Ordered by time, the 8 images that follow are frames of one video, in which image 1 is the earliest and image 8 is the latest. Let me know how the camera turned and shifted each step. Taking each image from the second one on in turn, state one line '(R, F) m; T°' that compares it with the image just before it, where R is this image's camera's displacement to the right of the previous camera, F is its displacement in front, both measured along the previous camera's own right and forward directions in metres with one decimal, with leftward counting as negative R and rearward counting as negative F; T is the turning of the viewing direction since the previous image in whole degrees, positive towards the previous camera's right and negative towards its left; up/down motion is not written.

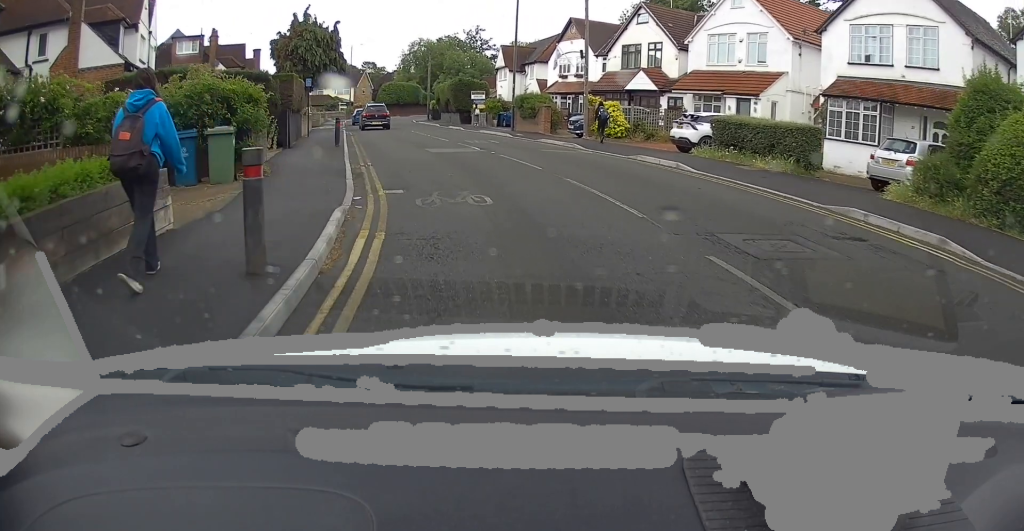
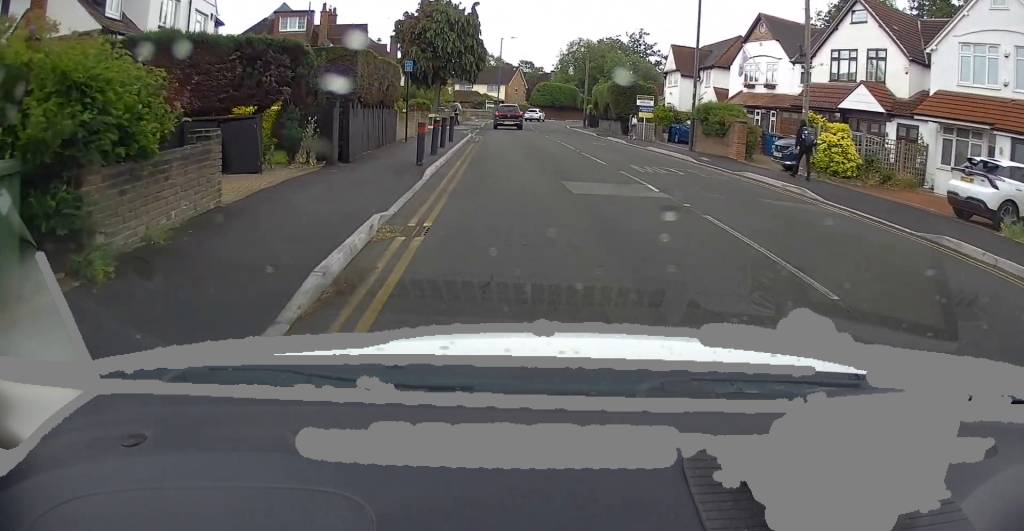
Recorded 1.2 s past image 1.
(-1.0, +9.2) m; -11°
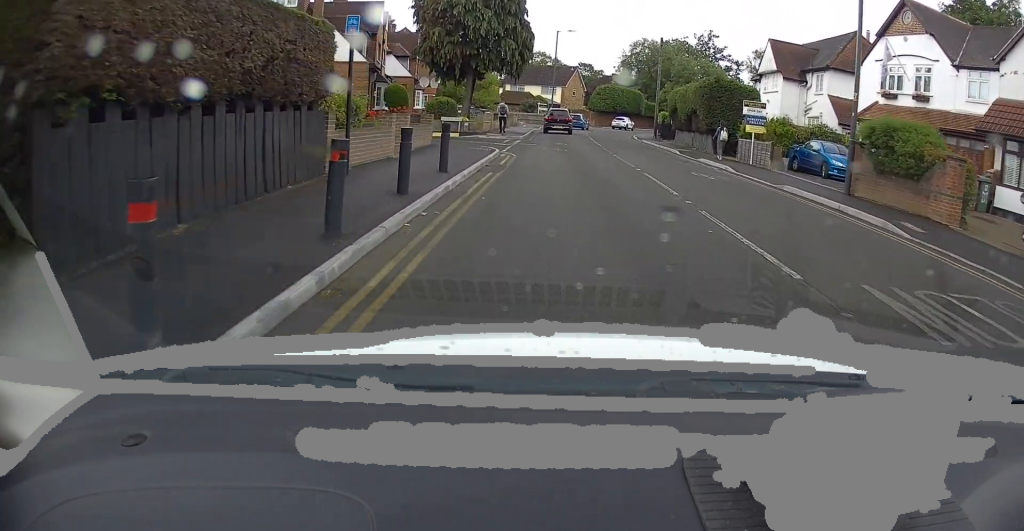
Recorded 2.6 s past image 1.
(-0.9, +11.2) m; -6°
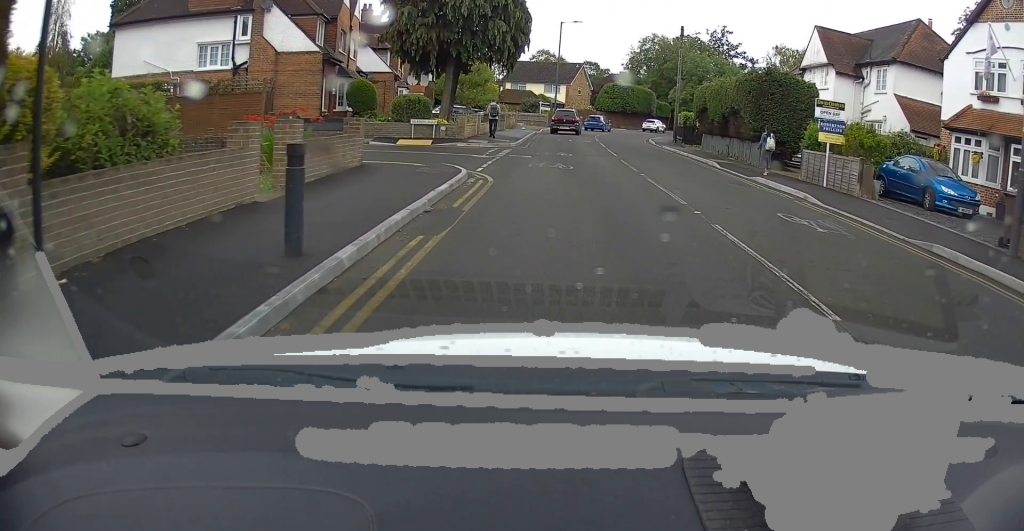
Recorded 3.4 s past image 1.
(0.0, +7.4) m; +1°
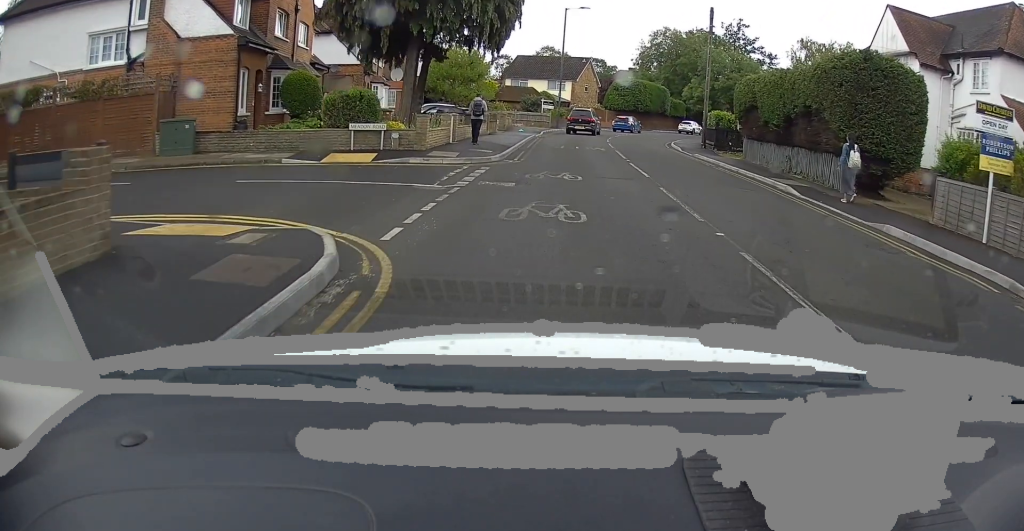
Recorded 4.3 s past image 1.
(+0.1, +7.8) m; +1°
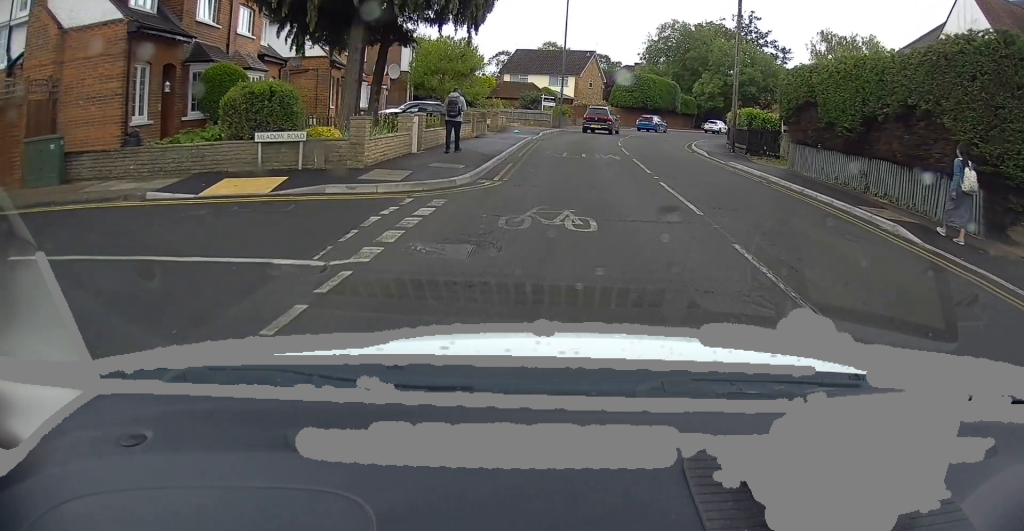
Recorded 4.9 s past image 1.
(0.0, +5.8) m; 0°
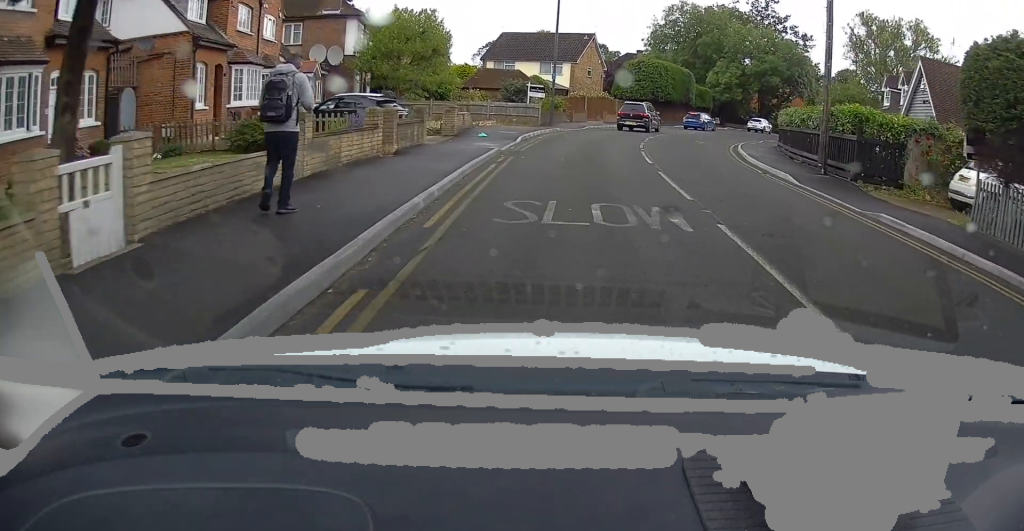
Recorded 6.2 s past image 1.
(+0.1, +12.0) m; +1°
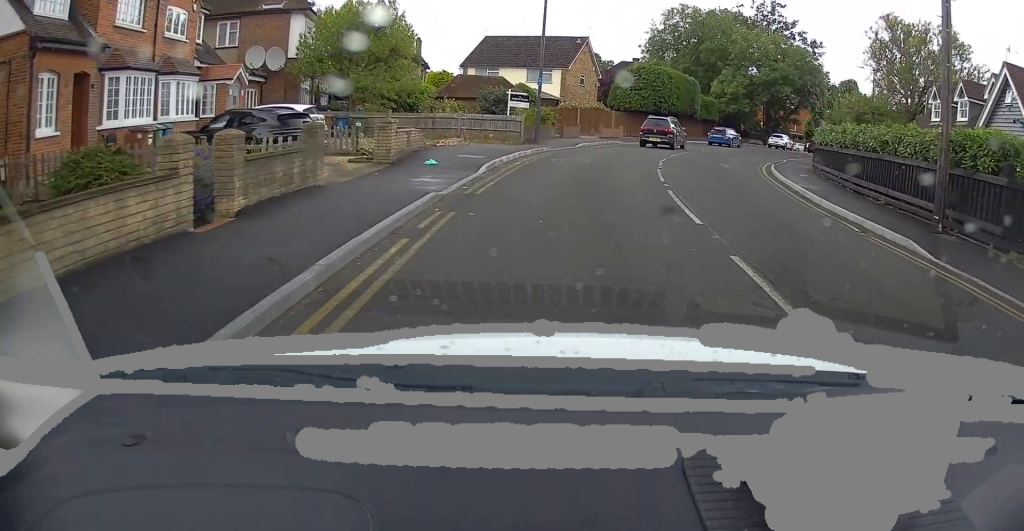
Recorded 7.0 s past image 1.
(0.0, +7.1) m; +1°
